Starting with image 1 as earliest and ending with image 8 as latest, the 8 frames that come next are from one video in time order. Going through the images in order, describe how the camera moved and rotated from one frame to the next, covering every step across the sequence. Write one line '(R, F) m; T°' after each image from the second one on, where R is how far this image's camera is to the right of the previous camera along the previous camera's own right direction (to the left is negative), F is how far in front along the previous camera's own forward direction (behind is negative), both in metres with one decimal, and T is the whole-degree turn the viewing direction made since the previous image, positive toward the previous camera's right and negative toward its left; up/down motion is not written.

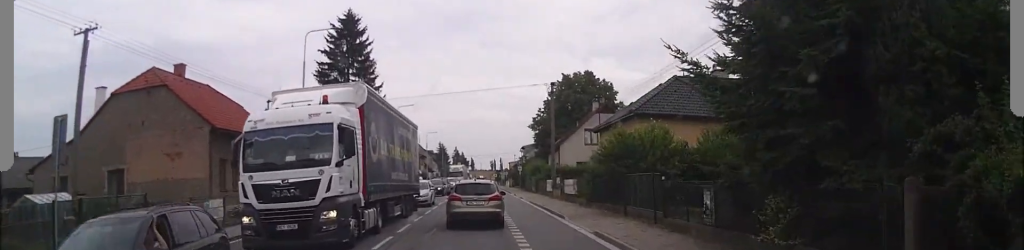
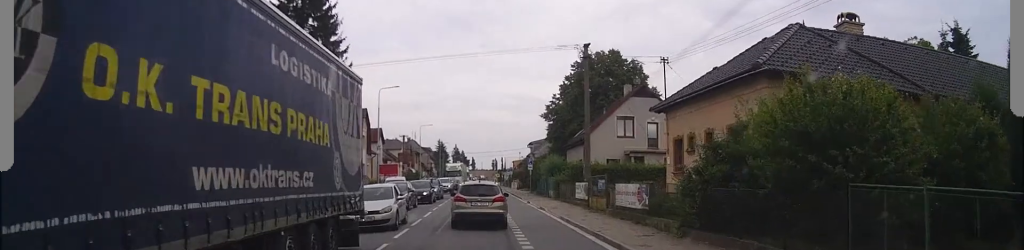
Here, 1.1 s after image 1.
(0.0, +14.8) m; +1°
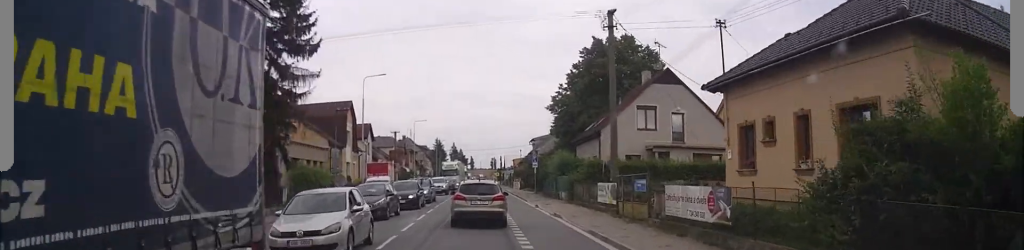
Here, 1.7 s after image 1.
(+0.1, +7.1) m; -1°
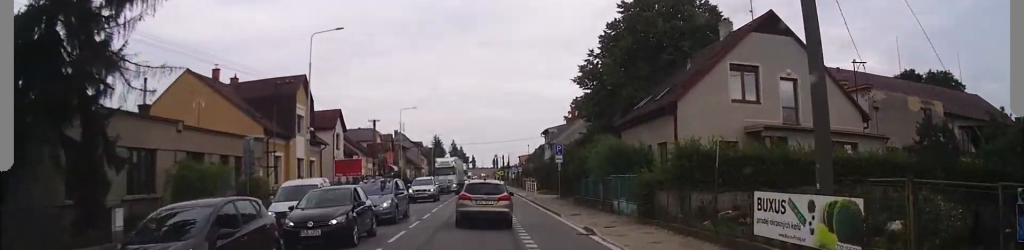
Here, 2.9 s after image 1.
(-0.3, +16.1) m; -1°
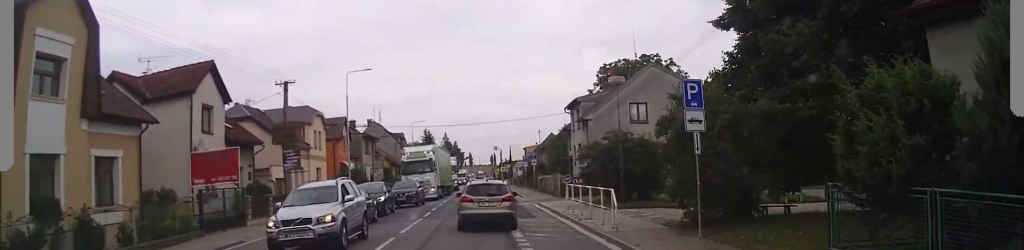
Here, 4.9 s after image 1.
(+0.8, +27.4) m; +2°
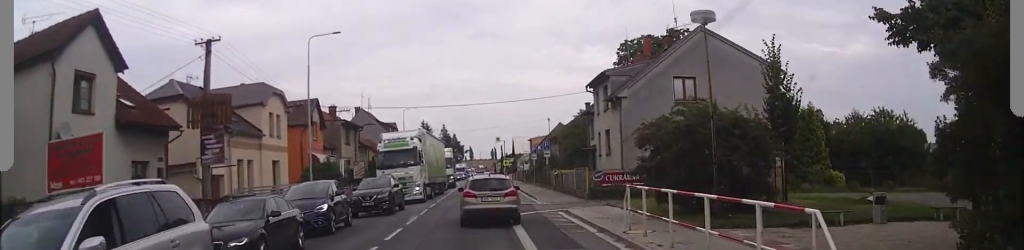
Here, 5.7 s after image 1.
(0.0, +10.9) m; 0°
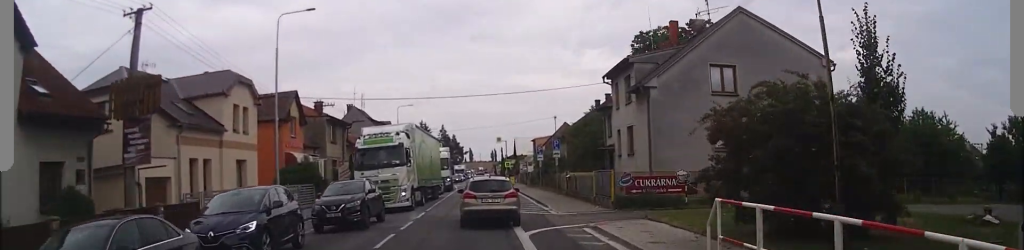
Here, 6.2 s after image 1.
(0.0, +6.0) m; 0°
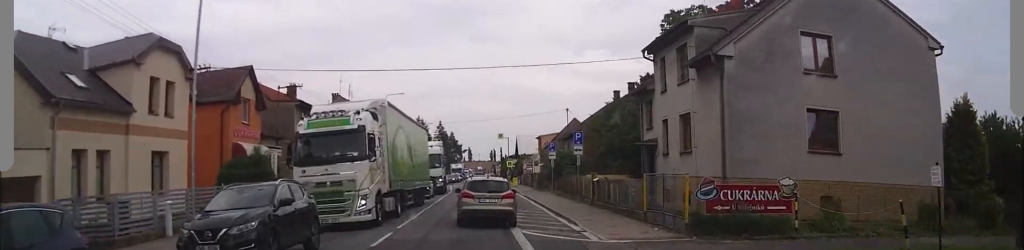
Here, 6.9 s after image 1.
(0.0, +9.2) m; 0°
